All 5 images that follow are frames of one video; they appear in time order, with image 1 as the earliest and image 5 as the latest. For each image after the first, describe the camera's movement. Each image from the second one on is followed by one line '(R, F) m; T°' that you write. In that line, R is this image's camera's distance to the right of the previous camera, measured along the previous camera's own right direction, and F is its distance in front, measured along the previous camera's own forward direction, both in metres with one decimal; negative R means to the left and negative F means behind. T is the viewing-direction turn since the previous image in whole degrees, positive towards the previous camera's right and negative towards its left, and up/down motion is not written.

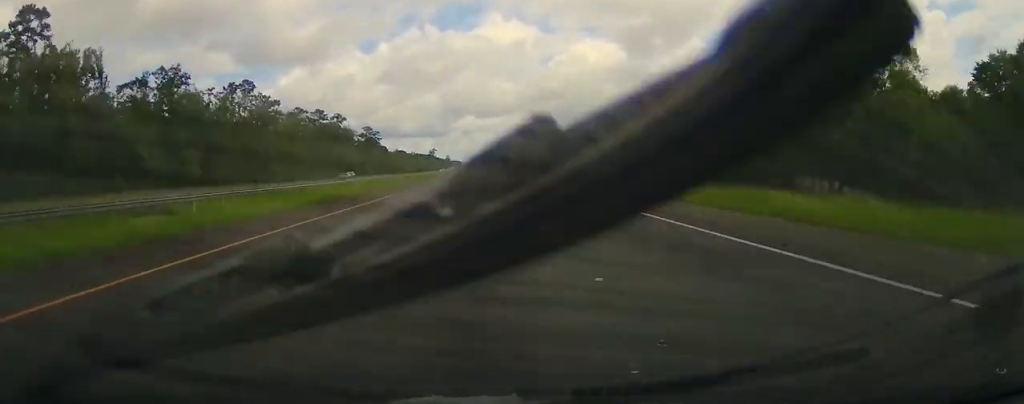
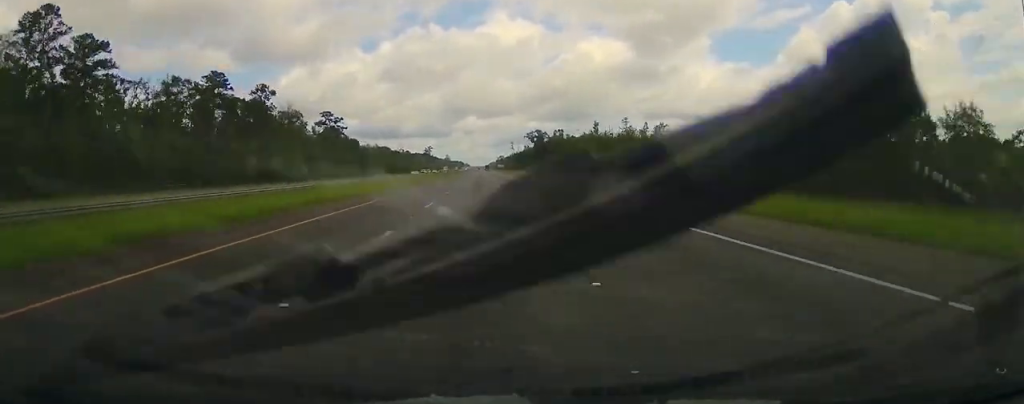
(-0.1, +63.7) m; 0°
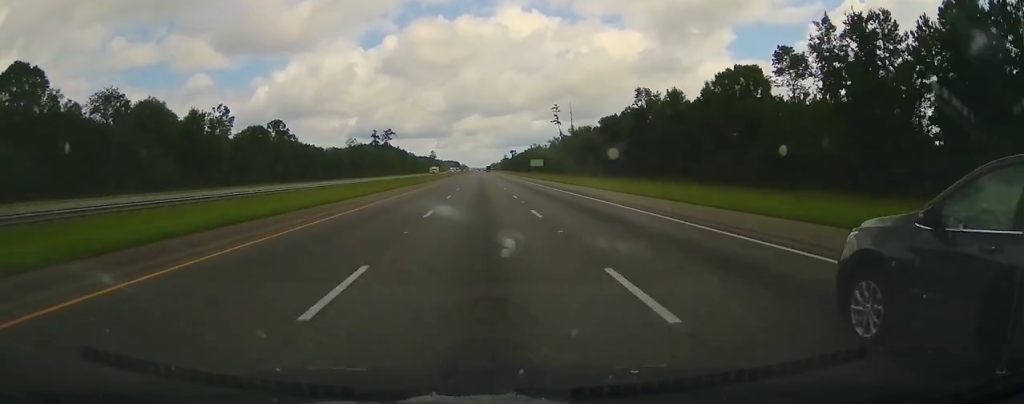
(-0.3, +267.4) m; 0°
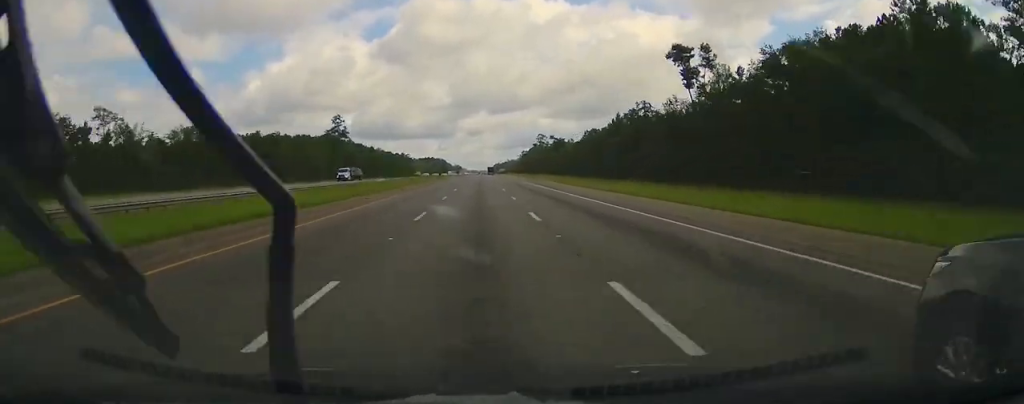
(+3.4, +460.8) m; 0°
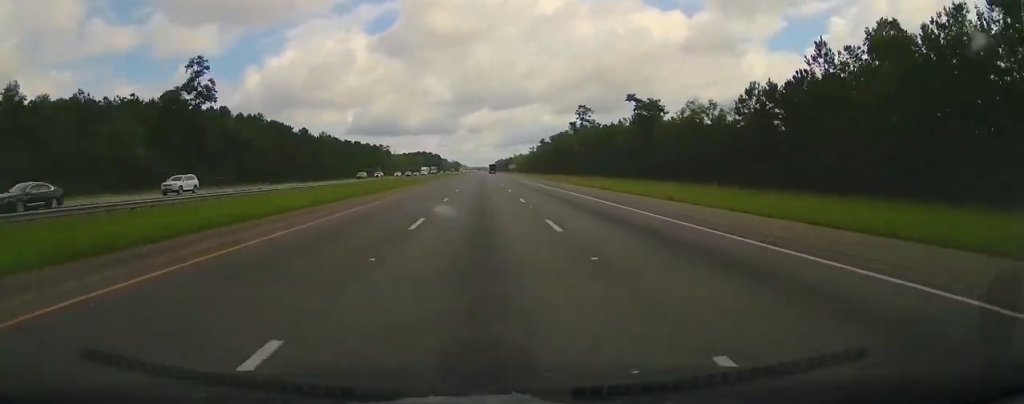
(-1.0, +124.6) m; 0°
